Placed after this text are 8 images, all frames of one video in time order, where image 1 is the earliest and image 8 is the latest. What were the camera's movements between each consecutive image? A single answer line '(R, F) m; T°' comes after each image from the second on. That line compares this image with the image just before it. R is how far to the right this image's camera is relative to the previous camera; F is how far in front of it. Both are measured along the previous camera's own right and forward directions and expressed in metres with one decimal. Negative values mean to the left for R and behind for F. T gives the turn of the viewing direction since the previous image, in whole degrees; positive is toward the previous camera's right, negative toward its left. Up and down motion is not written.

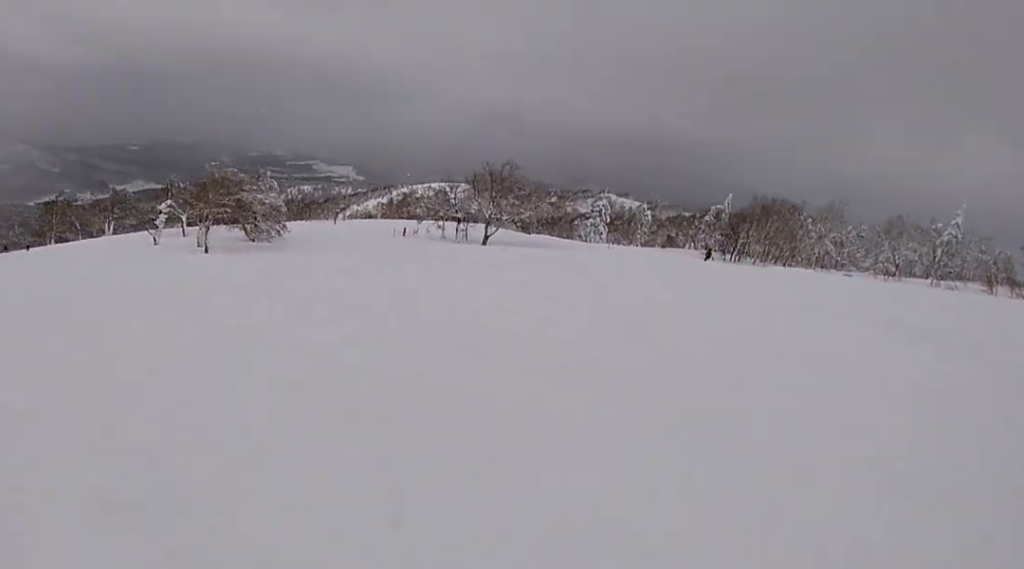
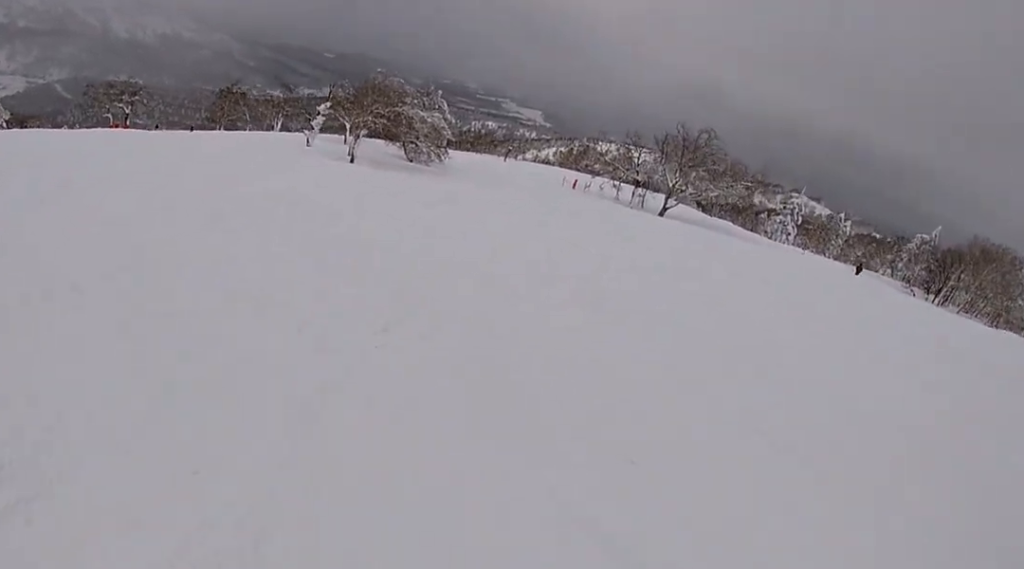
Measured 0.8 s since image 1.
(0.0, +5.2) m; -17°
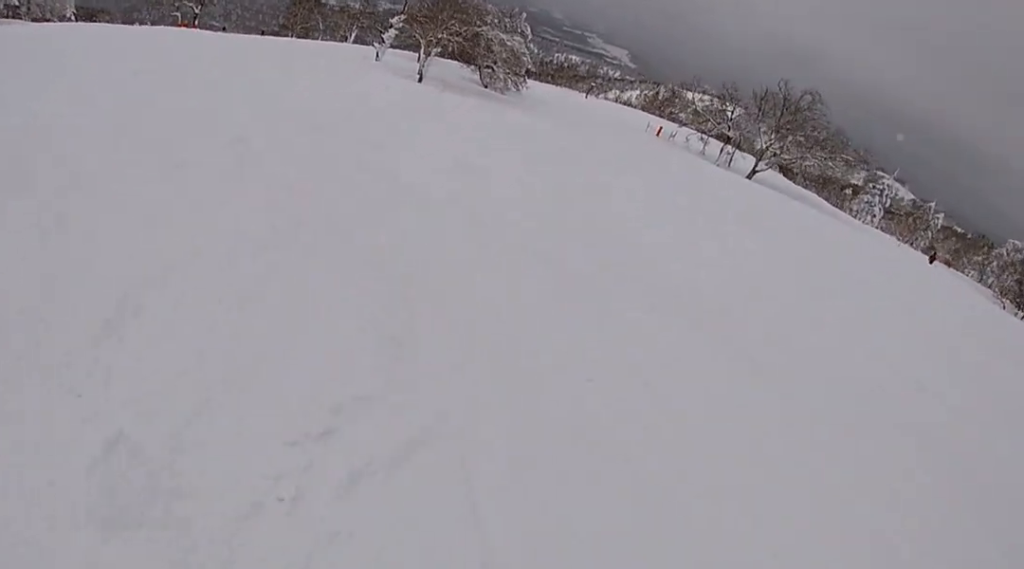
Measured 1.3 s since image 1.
(-0.9, +2.6) m; -11°
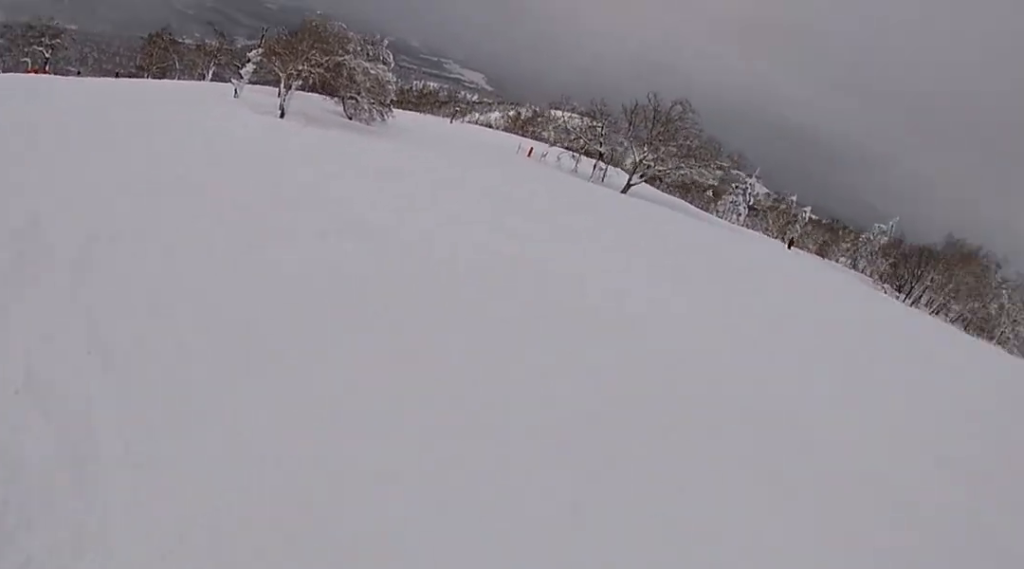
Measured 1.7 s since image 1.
(-0.4, +2.7) m; -10°
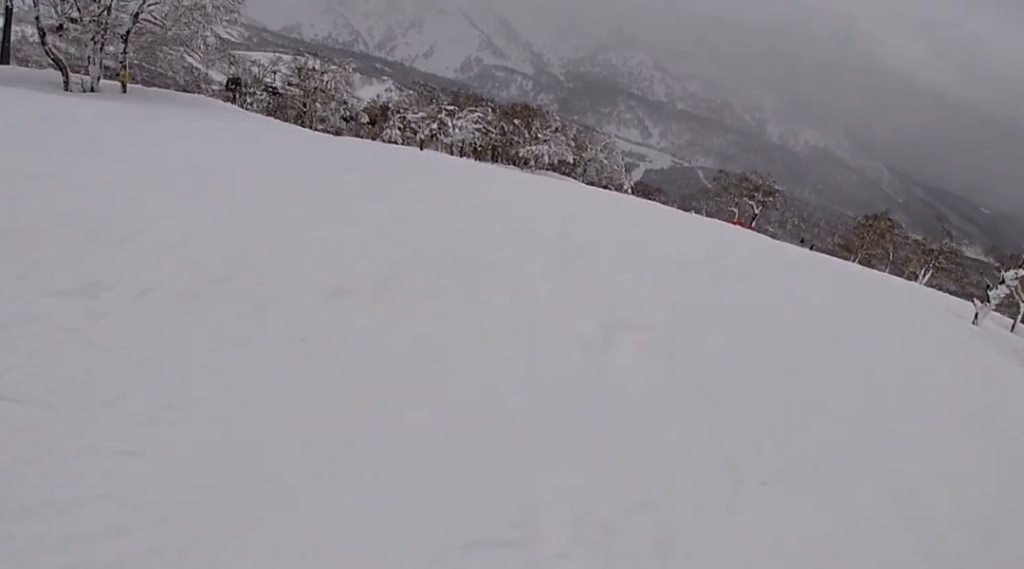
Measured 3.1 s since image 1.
(-1.5, +8.7) m; -22°
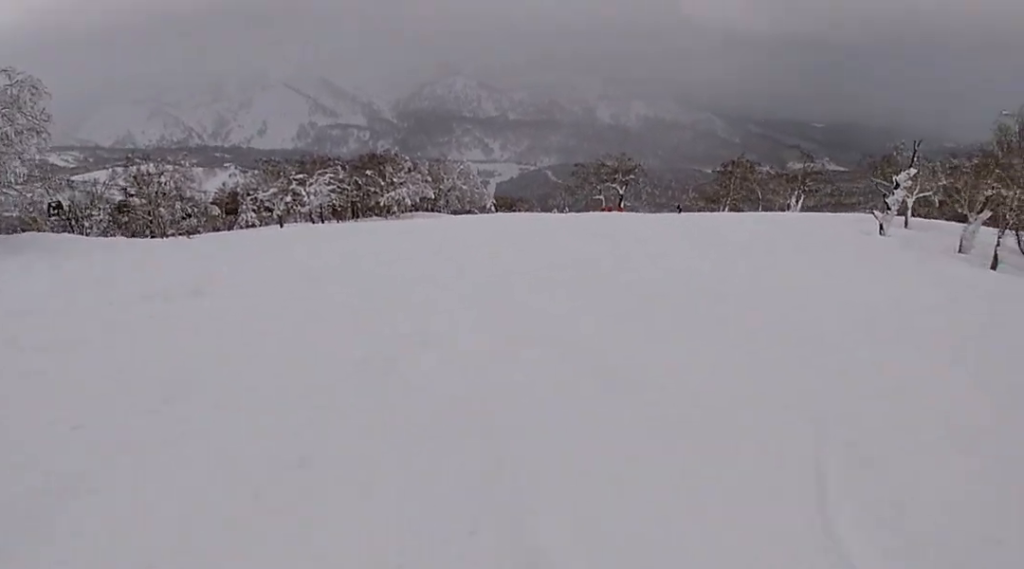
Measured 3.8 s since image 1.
(-0.5, +4.0) m; -4°
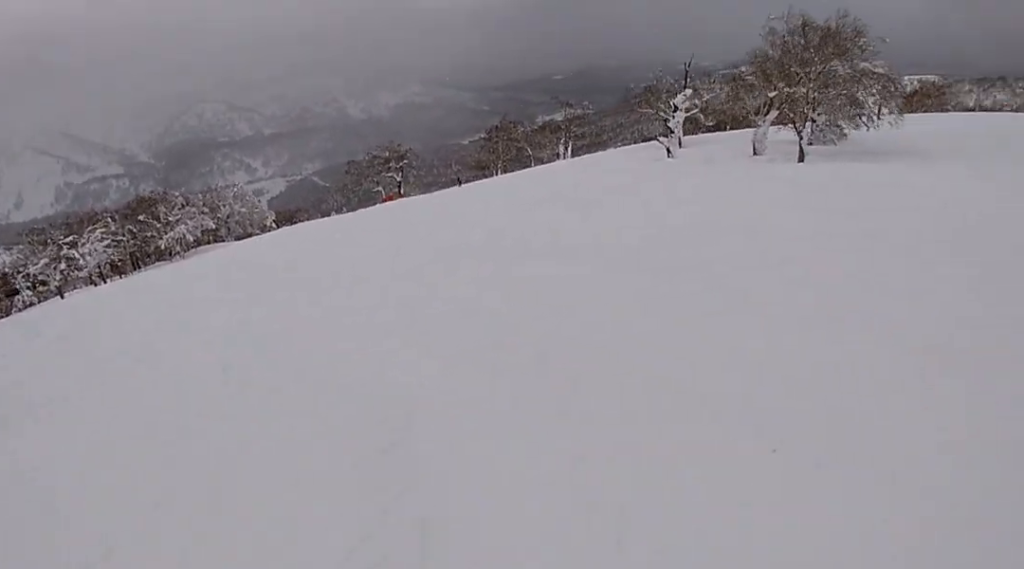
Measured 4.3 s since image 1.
(-0.1, +3.1) m; +9°
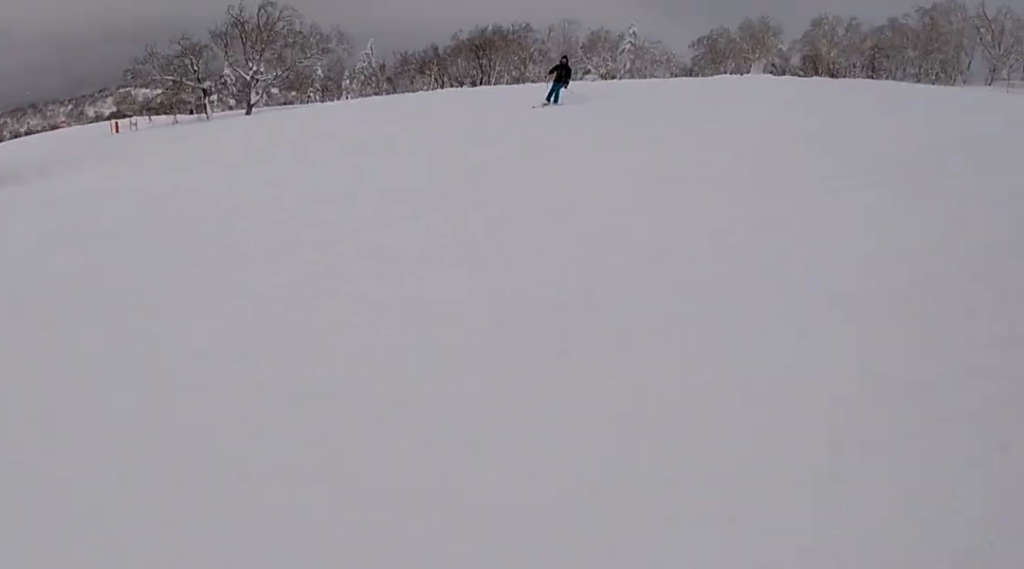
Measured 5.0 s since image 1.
(+0.4, +3.8) m; +16°
